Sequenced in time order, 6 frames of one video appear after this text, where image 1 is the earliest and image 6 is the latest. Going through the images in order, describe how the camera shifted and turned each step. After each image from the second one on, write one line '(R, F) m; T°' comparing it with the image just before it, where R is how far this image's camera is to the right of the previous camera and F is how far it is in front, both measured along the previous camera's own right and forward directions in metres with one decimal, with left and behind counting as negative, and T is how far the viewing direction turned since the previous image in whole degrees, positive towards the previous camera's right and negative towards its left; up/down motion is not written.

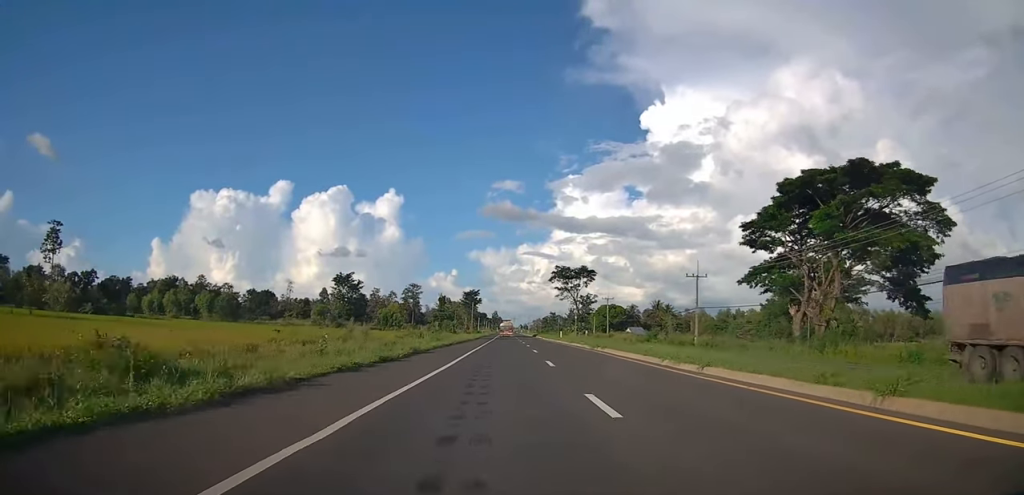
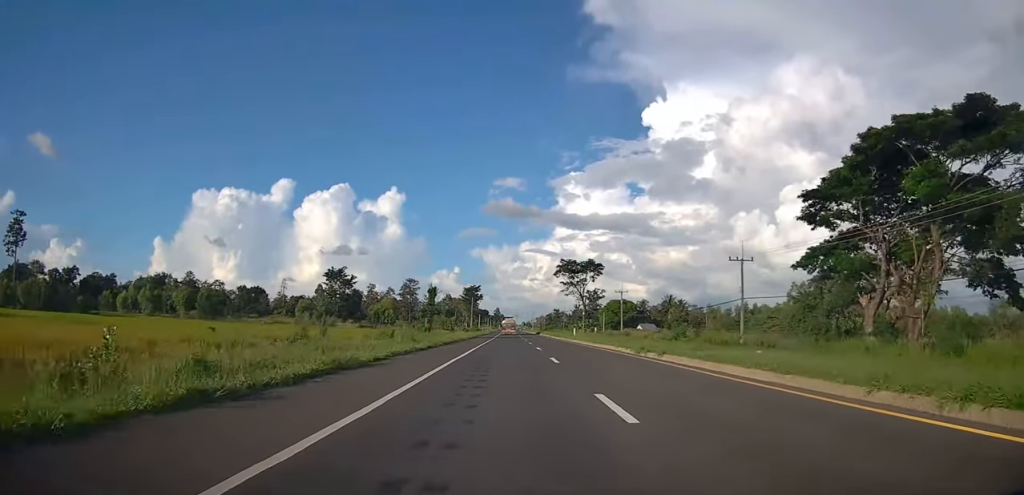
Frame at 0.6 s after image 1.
(-0.5, +13.0) m; 0°
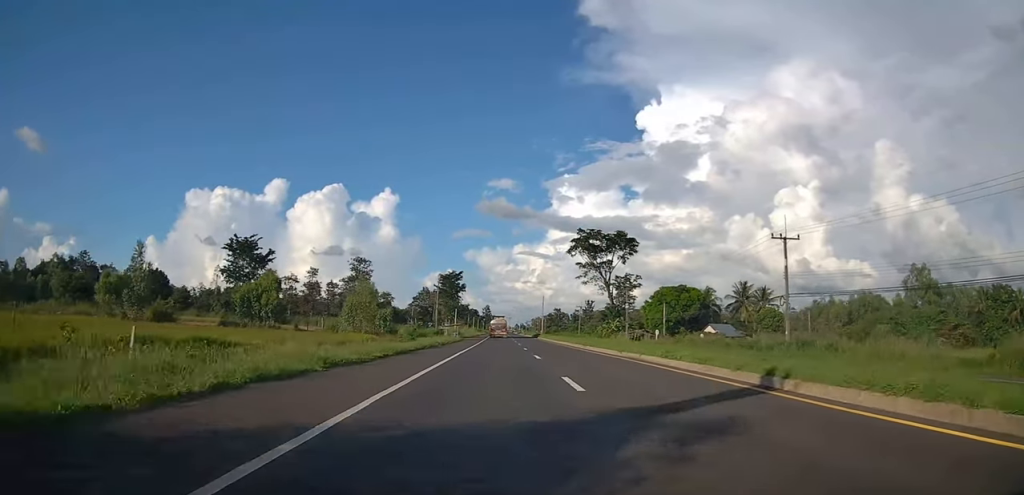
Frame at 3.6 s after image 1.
(+0.9, +68.1) m; +2°
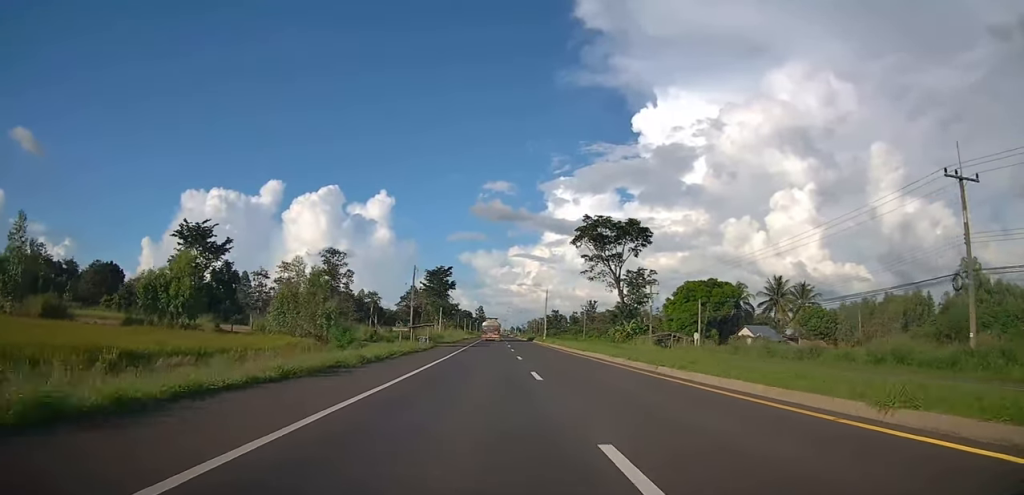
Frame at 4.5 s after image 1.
(+1.1, +20.1) m; +2°
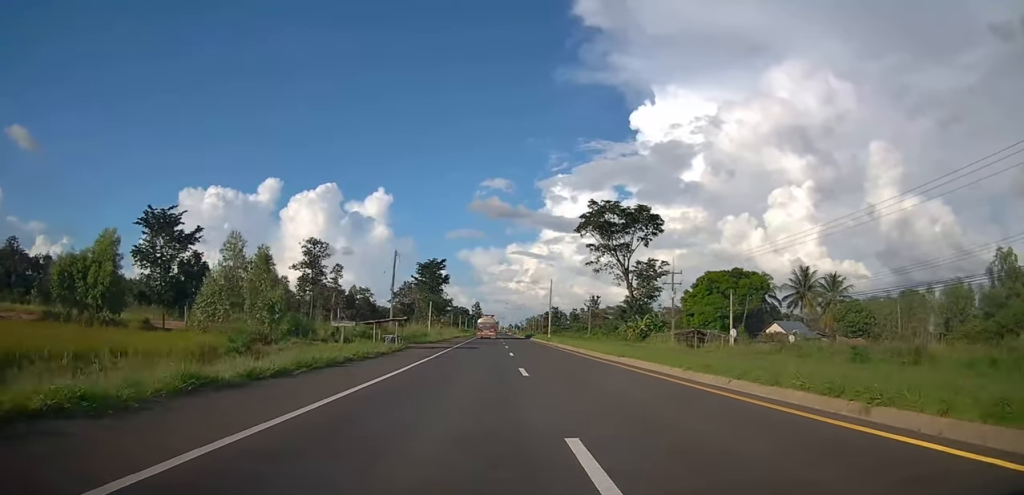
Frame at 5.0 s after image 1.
(0.0, +11.8) m; 0°
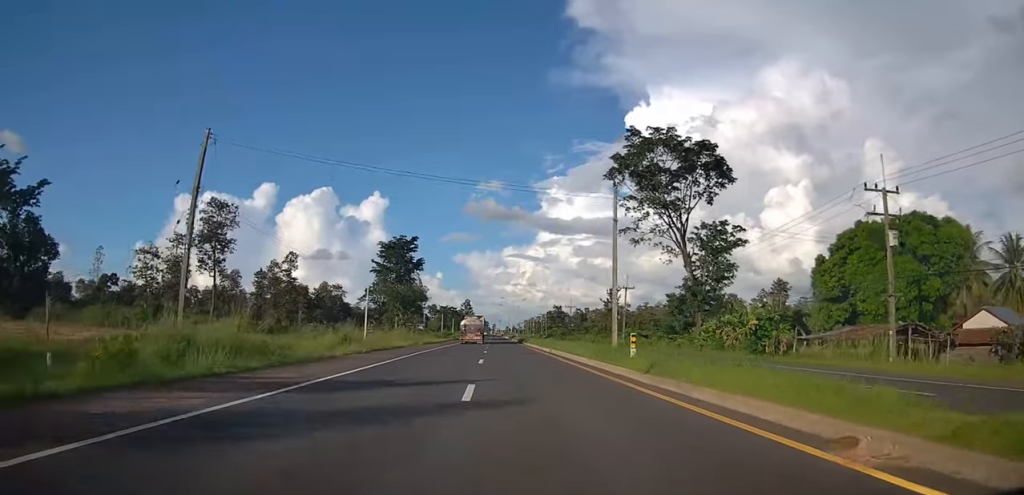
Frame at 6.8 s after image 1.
(-1.0, +41.4) m; -2°
